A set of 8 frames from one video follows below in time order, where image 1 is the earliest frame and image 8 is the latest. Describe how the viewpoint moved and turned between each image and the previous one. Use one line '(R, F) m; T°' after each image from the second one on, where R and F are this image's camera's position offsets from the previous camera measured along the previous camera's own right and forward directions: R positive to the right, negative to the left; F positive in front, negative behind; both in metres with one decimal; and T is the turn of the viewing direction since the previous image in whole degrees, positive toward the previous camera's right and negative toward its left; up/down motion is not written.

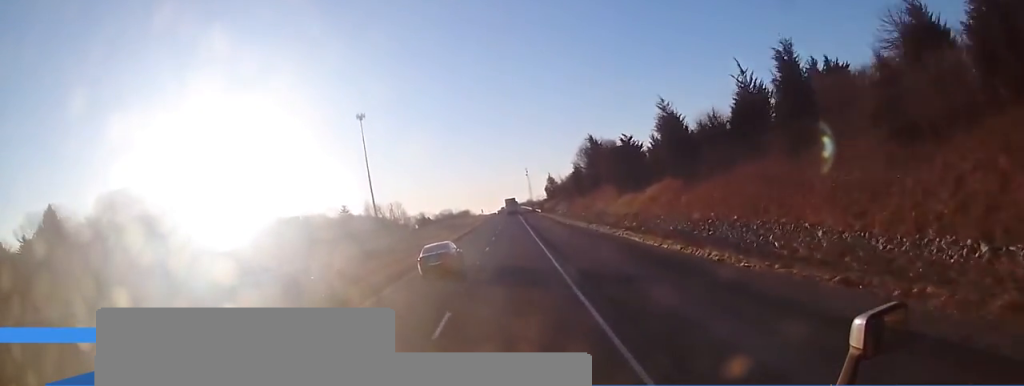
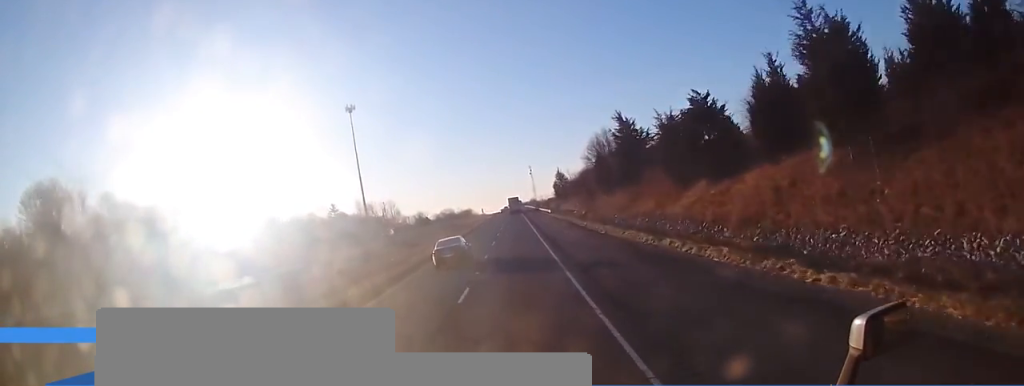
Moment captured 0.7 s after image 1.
(0.0, +19.8) m; 0°
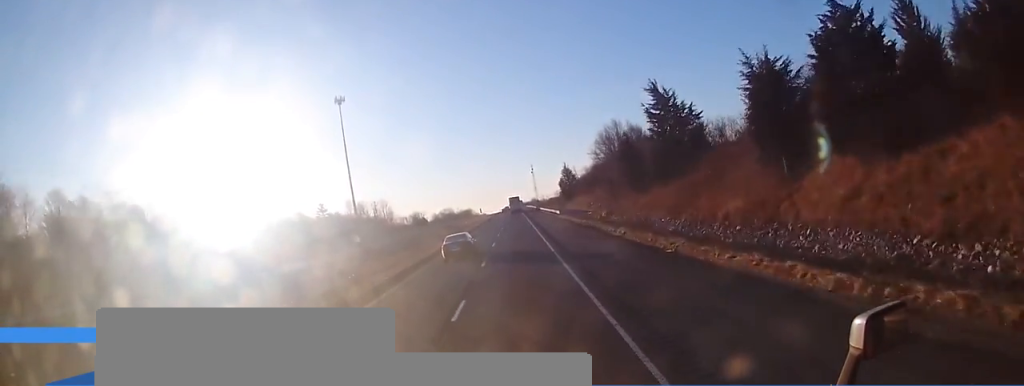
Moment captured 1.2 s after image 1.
(-0.1, +15.0) m; 0°
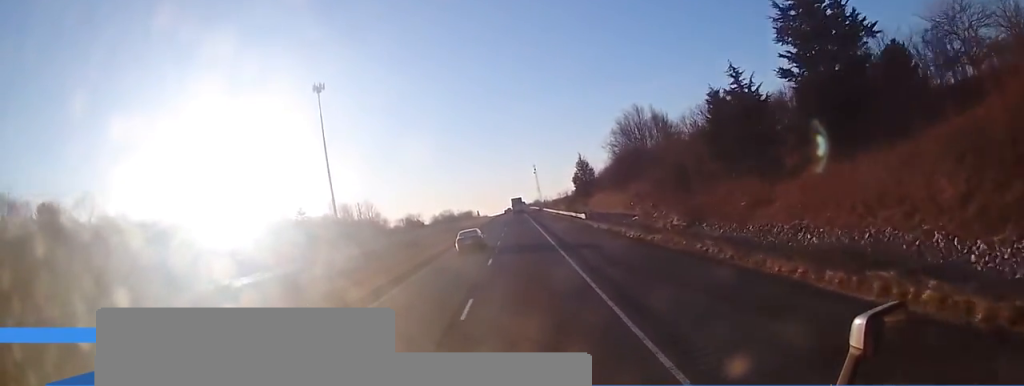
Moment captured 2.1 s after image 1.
(-0.1, +24.4) m; 0°
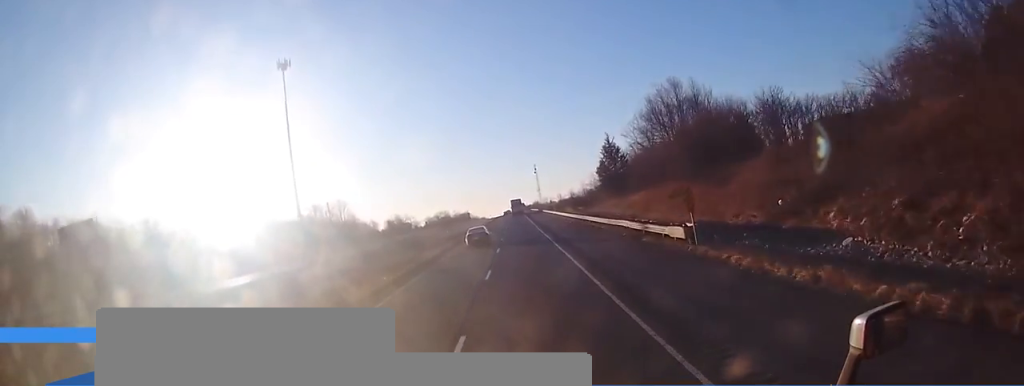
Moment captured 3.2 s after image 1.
(0.0, +29.5) m; 0°
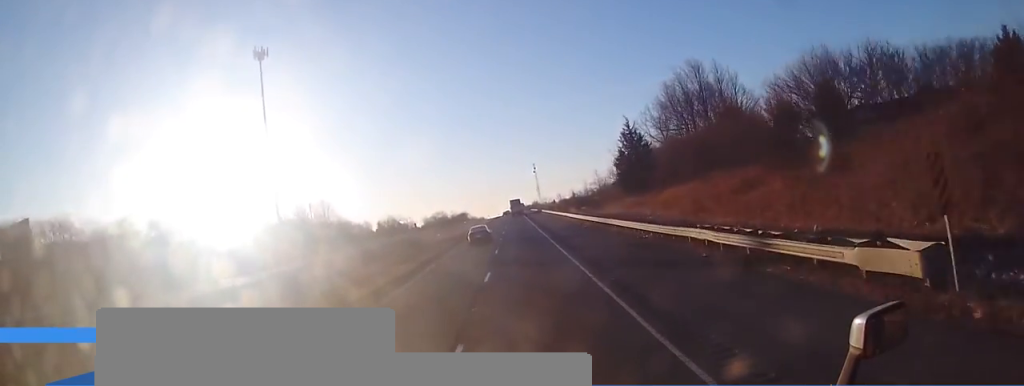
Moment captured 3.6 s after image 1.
(0.0, +12.6) m; 0°
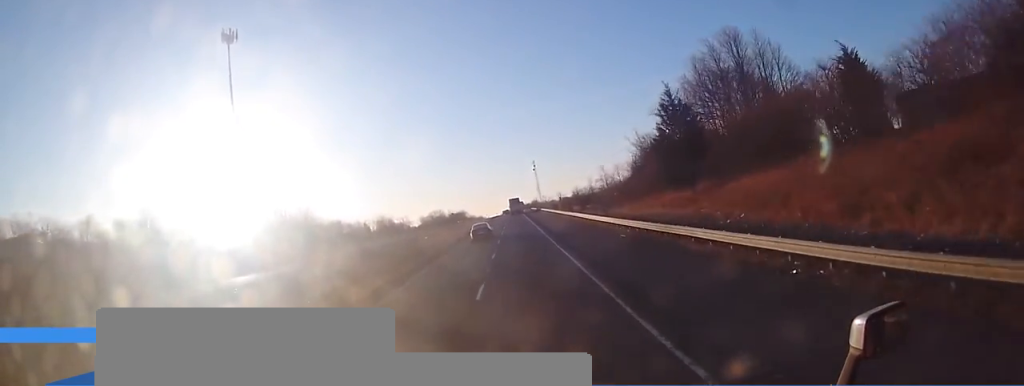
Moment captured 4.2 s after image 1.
(0.0, +16.4) m; 0°
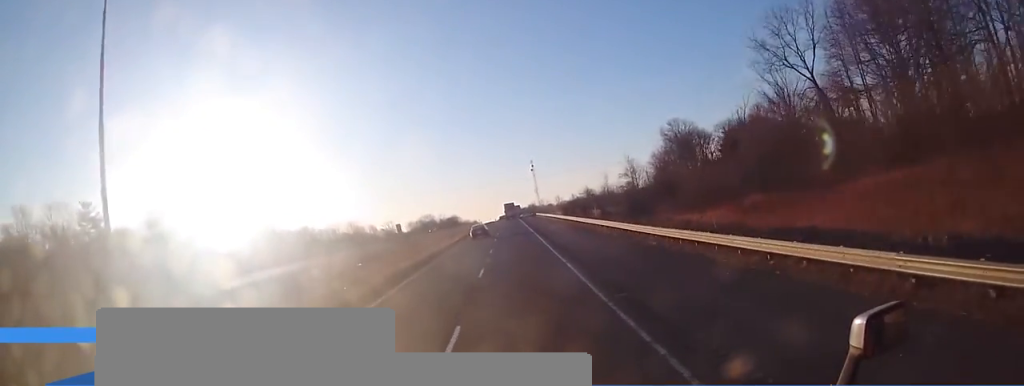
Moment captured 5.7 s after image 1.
(+0.4, +42.4) m; 0°
